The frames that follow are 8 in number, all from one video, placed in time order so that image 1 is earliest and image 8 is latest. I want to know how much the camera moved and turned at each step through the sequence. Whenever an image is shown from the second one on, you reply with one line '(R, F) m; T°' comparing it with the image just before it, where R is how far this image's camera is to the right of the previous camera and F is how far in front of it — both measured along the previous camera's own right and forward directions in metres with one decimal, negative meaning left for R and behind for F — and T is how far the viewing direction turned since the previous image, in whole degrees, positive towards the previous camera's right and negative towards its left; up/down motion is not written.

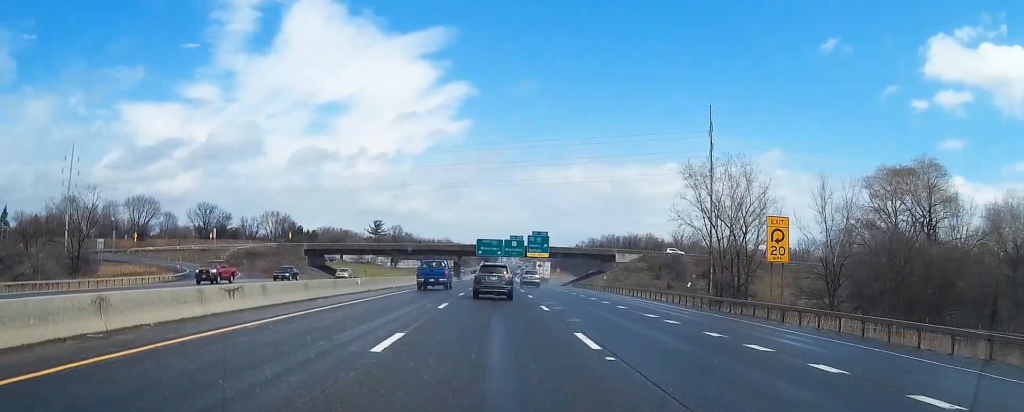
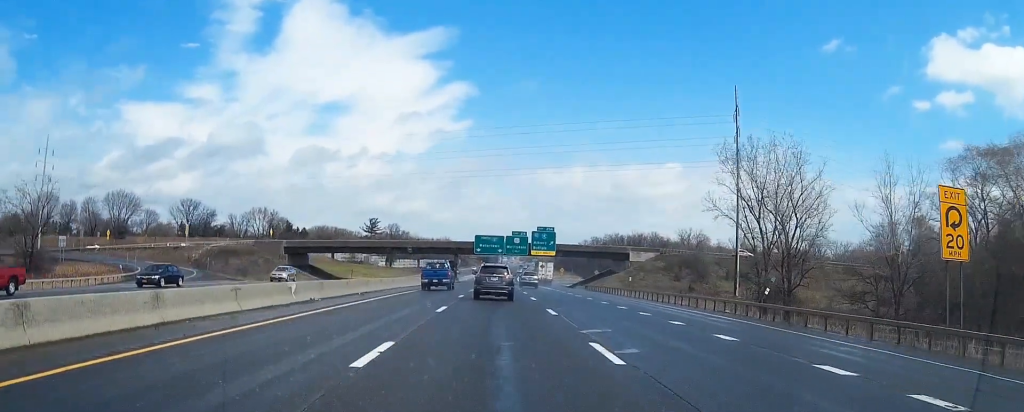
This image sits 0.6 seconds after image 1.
(0.0, +15.1) m; 0°
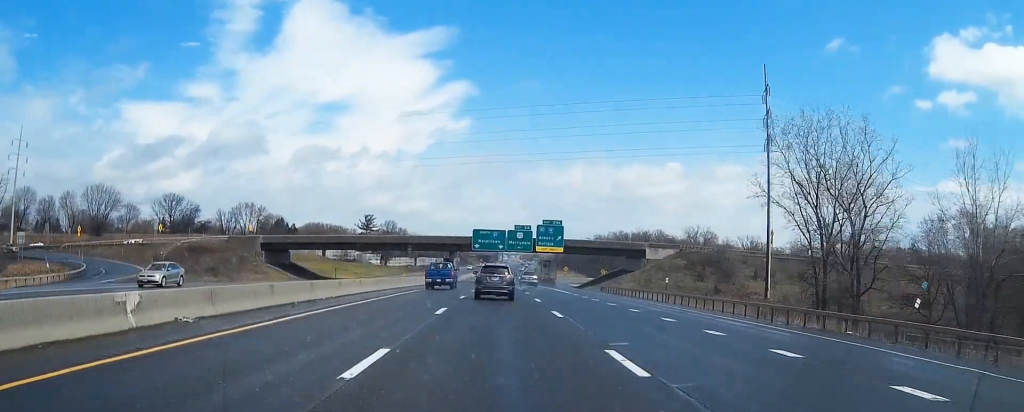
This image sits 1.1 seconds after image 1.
(0.0, +14.3) m; 0°
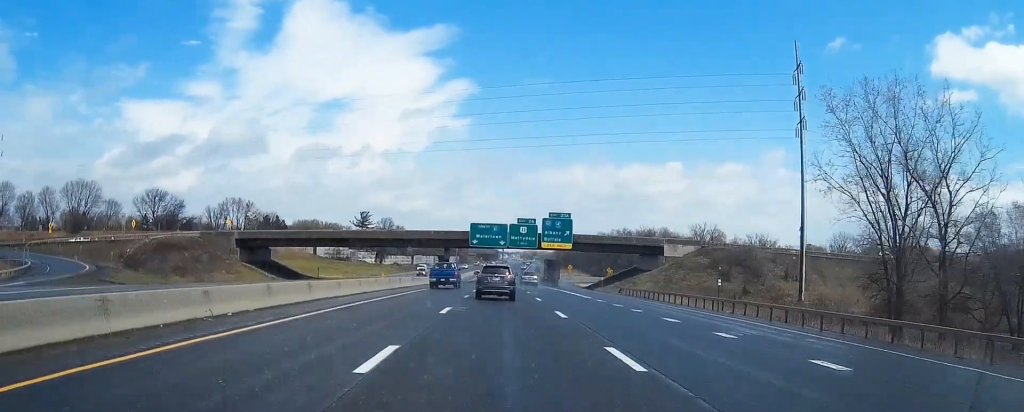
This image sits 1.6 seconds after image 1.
(0.0, +12.6) m; 0°
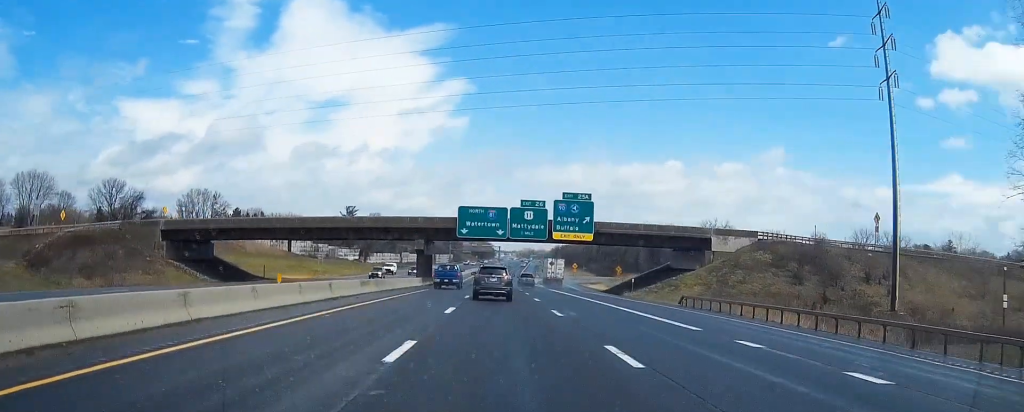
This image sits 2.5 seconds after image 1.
(0.0, +25.3) m; 0°
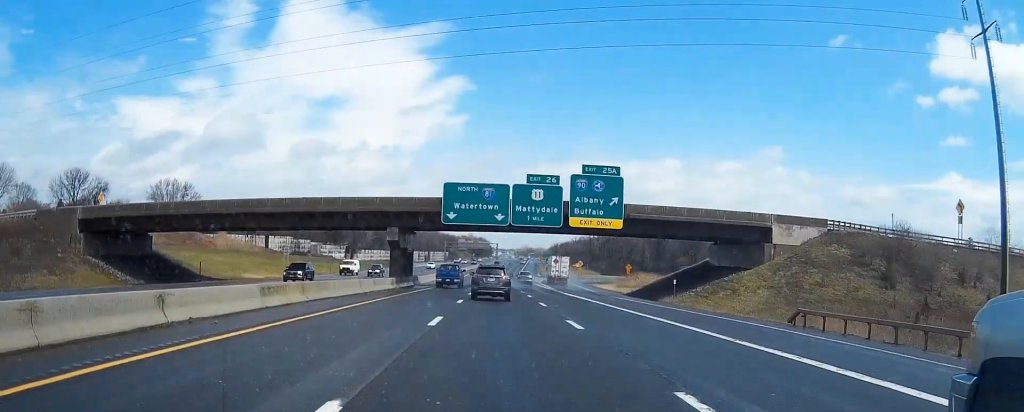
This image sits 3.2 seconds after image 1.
(0.0, +19.0) m; 0°
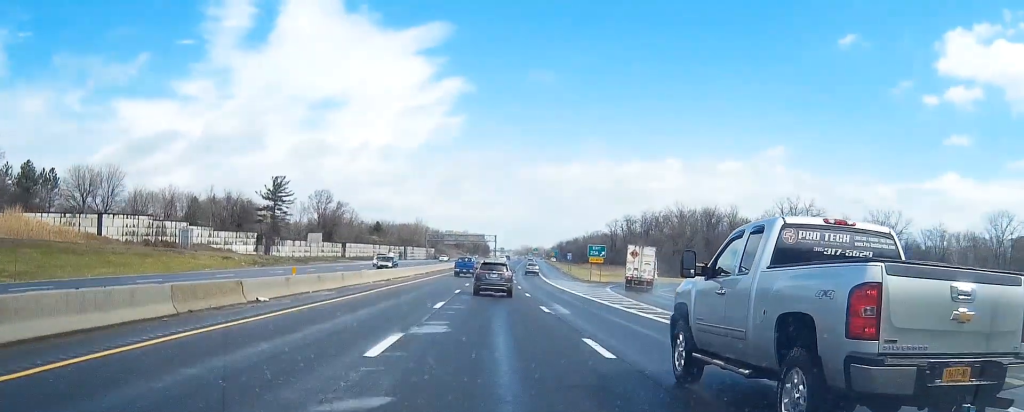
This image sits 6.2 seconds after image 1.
(-0.7, +84.2) m; -1°
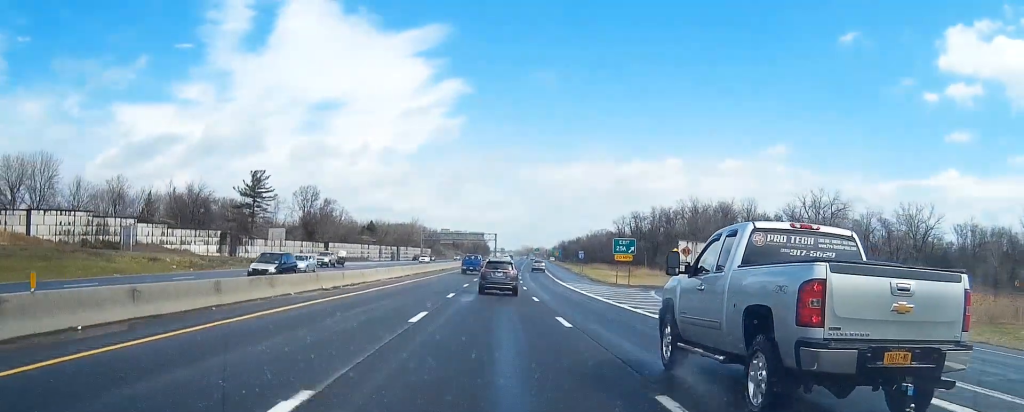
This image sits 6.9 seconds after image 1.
(0.0, +19.8) m; 0°
